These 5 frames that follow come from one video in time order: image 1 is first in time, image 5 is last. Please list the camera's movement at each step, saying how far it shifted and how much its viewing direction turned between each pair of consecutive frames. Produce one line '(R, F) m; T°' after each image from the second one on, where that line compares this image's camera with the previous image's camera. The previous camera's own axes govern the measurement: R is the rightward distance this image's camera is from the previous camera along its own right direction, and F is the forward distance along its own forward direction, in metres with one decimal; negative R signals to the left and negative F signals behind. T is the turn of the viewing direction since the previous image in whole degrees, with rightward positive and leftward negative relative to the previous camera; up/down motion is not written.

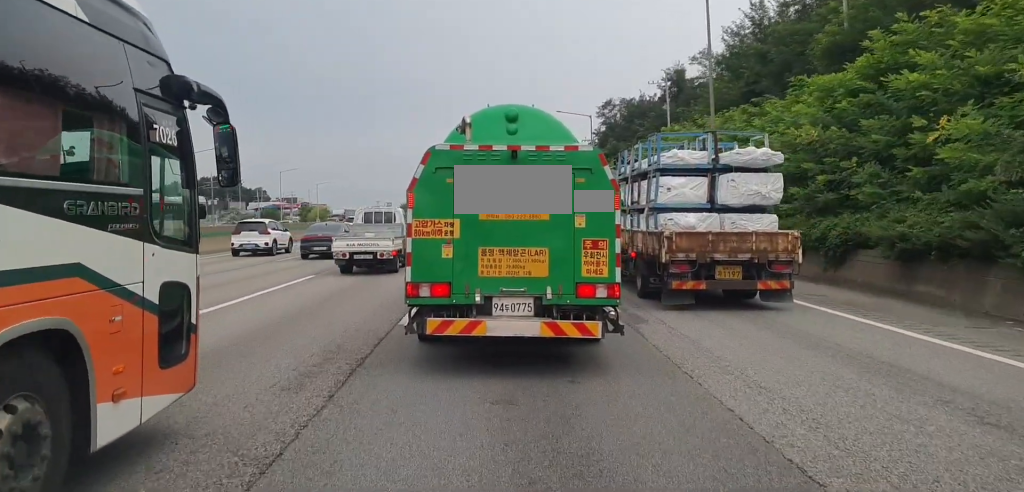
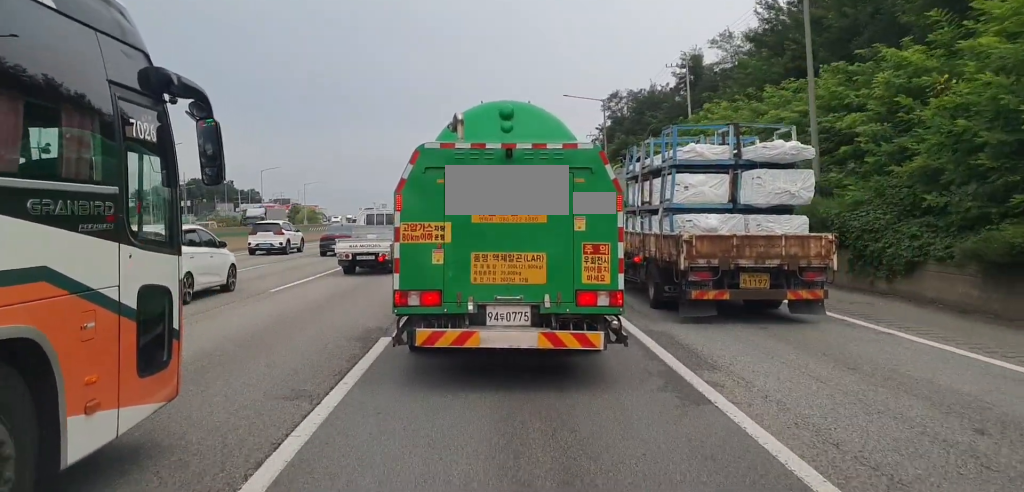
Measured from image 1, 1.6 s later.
(+0.3, +11.8) m; +1°
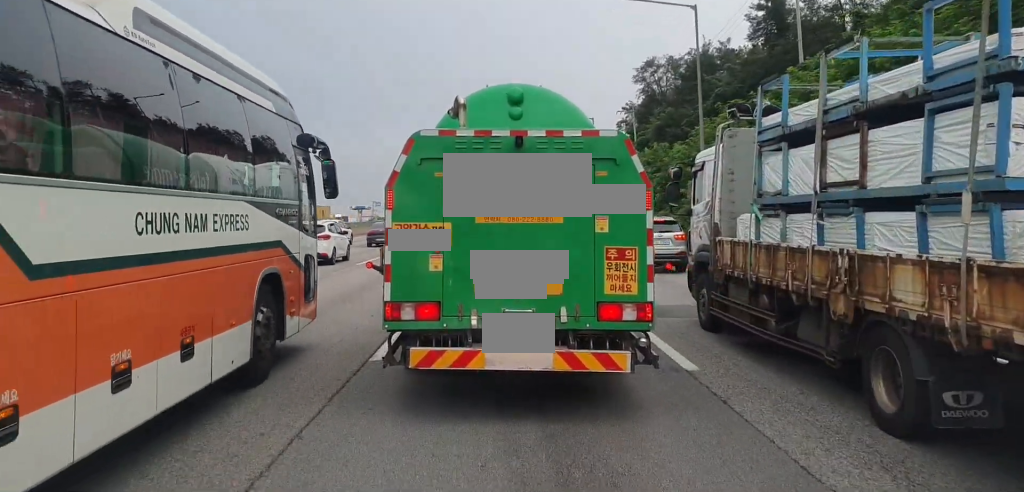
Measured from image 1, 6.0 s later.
(+0.3, +31.2) m; 0°
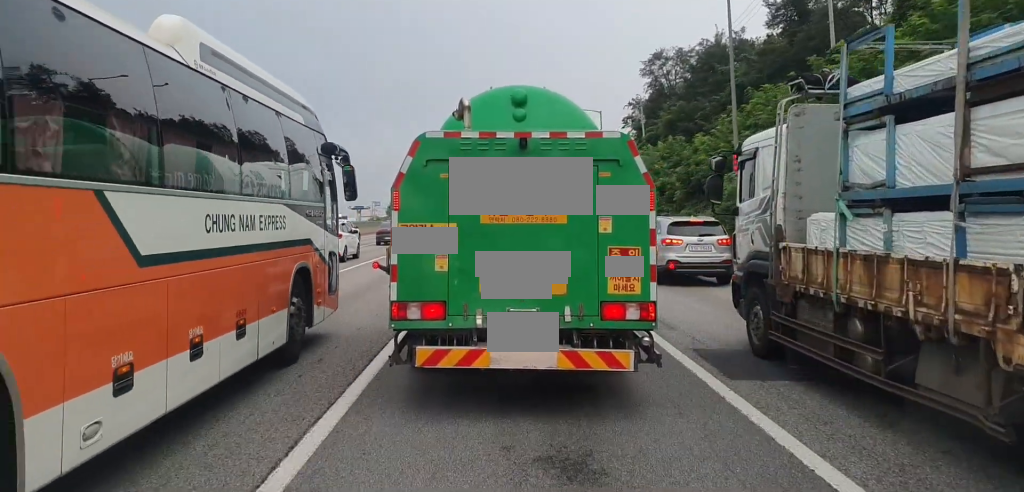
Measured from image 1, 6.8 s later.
(-0.1, +2.9) m; 0°
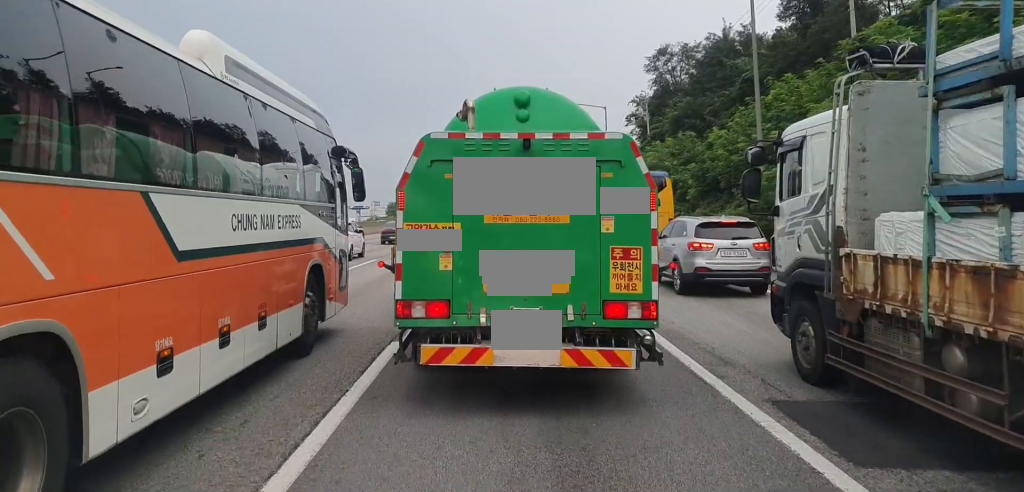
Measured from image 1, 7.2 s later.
(0.0, +2.1) m; 0°
